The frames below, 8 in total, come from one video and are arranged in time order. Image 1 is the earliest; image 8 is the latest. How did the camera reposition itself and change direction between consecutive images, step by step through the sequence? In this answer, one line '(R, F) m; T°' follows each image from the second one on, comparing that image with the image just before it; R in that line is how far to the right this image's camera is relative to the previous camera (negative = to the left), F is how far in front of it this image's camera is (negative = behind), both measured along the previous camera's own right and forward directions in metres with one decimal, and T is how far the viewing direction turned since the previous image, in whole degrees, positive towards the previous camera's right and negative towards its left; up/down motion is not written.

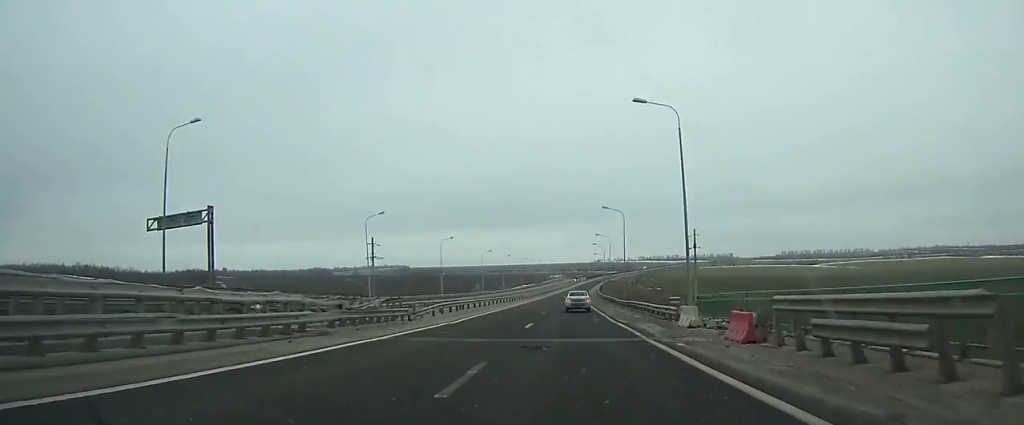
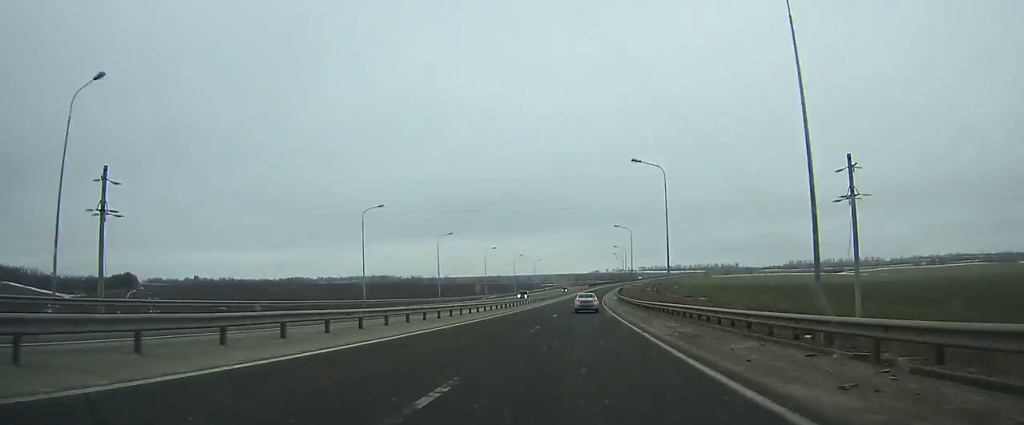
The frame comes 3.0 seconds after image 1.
(+1.0, +76.2) m; +2°
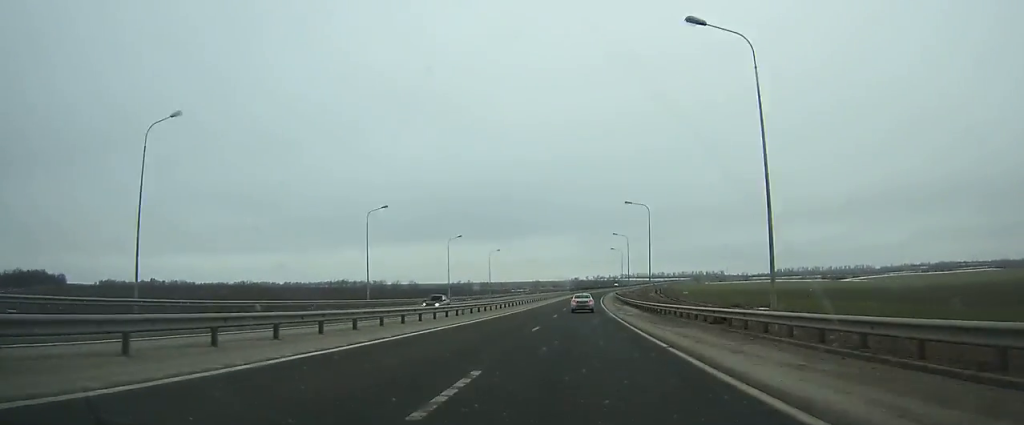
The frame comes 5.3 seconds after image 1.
(+0.6, +58.7) m; +2°
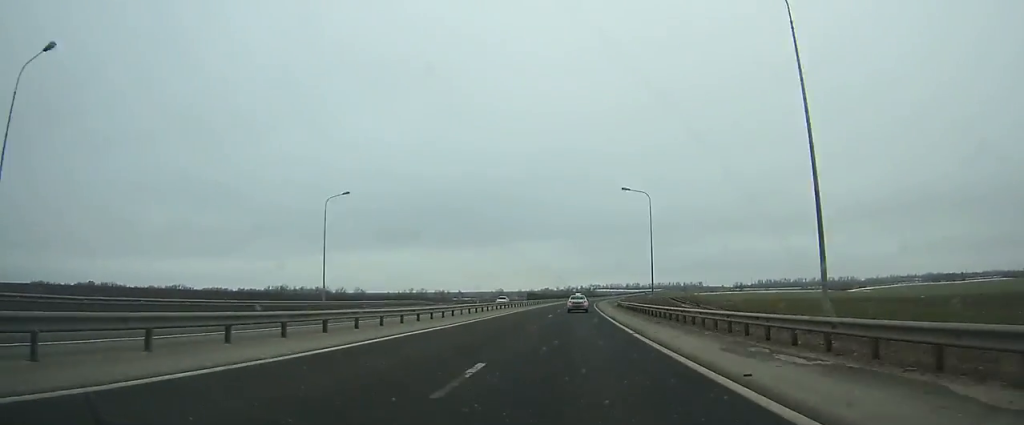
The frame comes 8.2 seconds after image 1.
(+1.5, +74.9) m; +2°
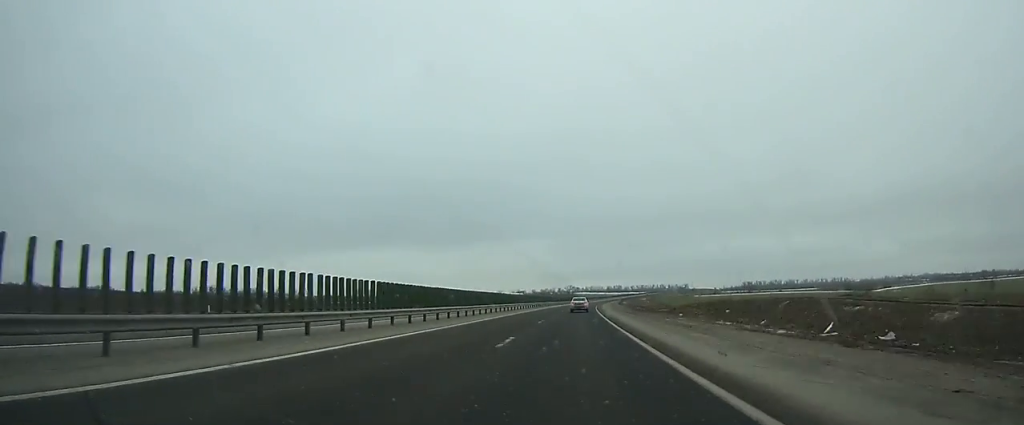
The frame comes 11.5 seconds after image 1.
(+2.0, +86.2) m; +2°
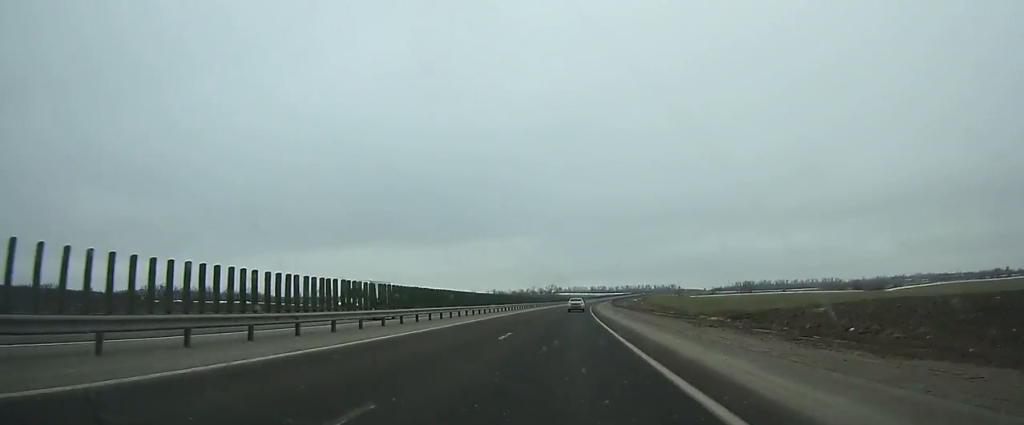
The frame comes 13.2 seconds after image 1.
(+0.4, +44.7) m; +1°
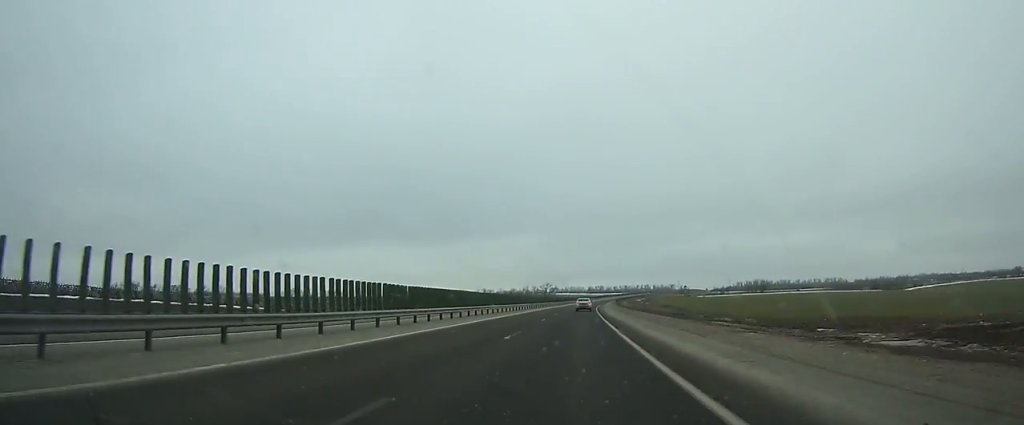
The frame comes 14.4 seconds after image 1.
(+0.3, +31.6) m; +1°
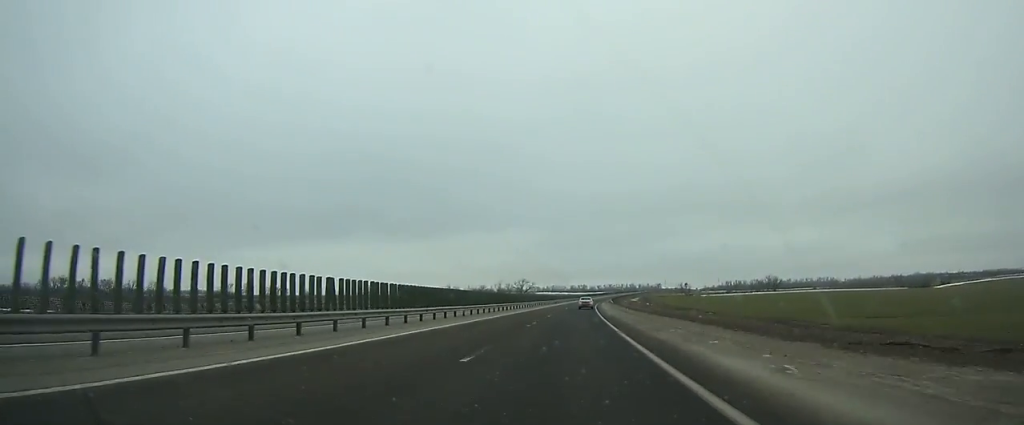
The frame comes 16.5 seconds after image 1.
(+0.4, +55.5) m; +1°
